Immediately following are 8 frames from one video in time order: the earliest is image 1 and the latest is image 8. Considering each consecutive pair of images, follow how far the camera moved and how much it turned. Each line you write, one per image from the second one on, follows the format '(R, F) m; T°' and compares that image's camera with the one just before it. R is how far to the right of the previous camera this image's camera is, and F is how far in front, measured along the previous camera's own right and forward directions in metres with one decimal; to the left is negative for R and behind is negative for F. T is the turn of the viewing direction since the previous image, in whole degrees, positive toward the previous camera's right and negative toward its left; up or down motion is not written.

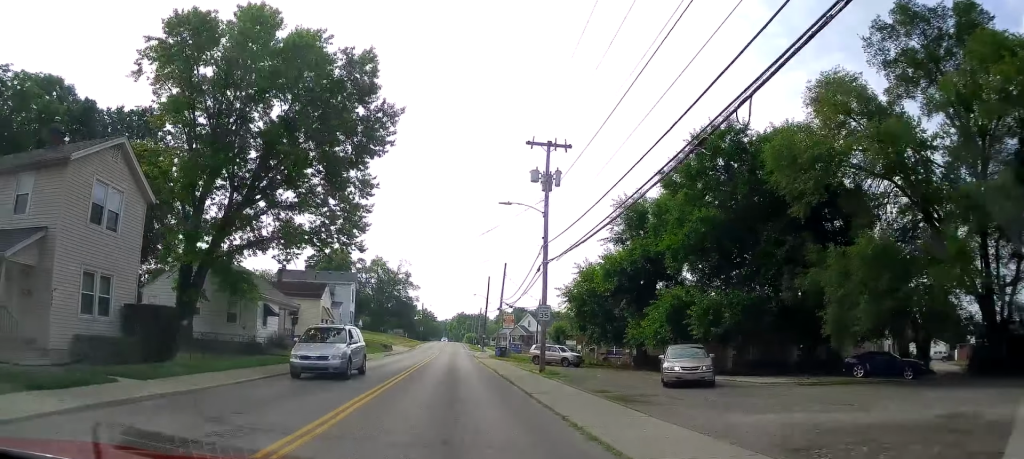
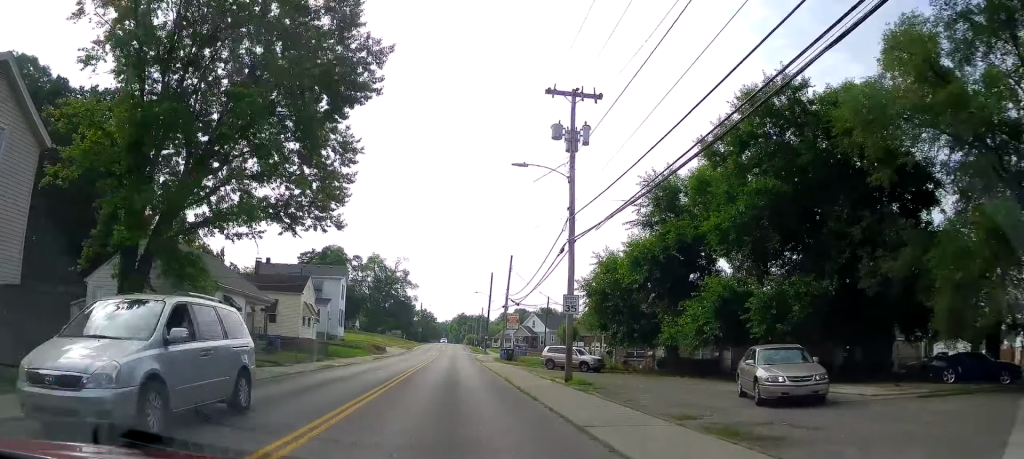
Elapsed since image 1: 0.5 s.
(+0.1, +6.7) m; 0°
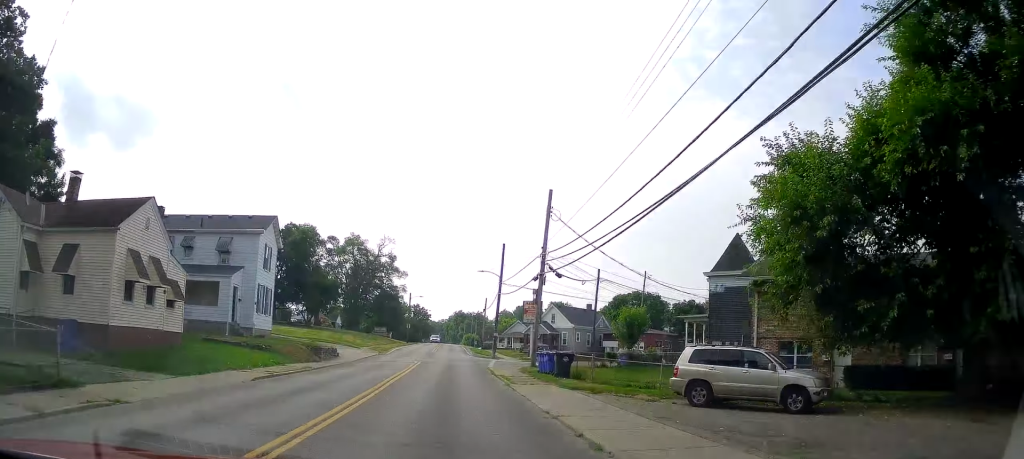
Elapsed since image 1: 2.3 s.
(+0.6, +26.3) m; +2°
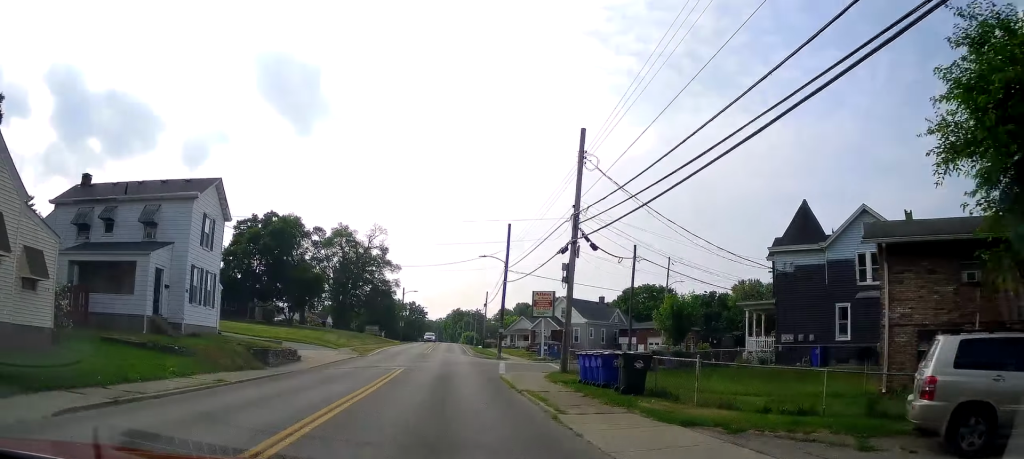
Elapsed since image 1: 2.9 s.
(-0.2, +9.8) m; 0°
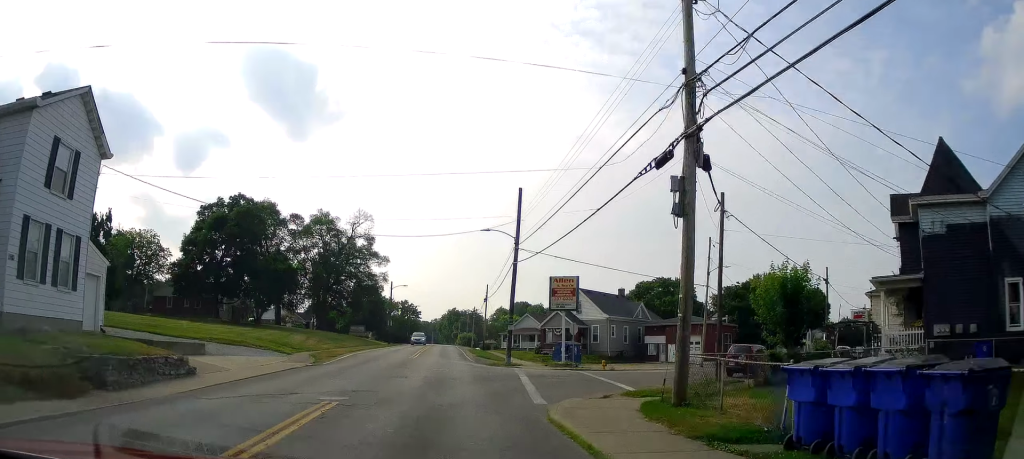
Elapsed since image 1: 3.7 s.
(-0.2, +12.7) m; 0°
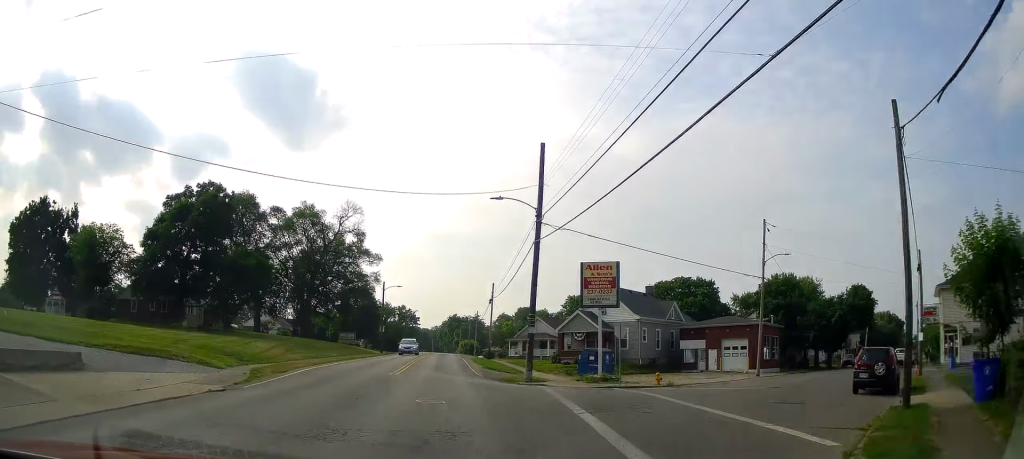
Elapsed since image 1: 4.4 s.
(+0.2, +10.8) m; +1°
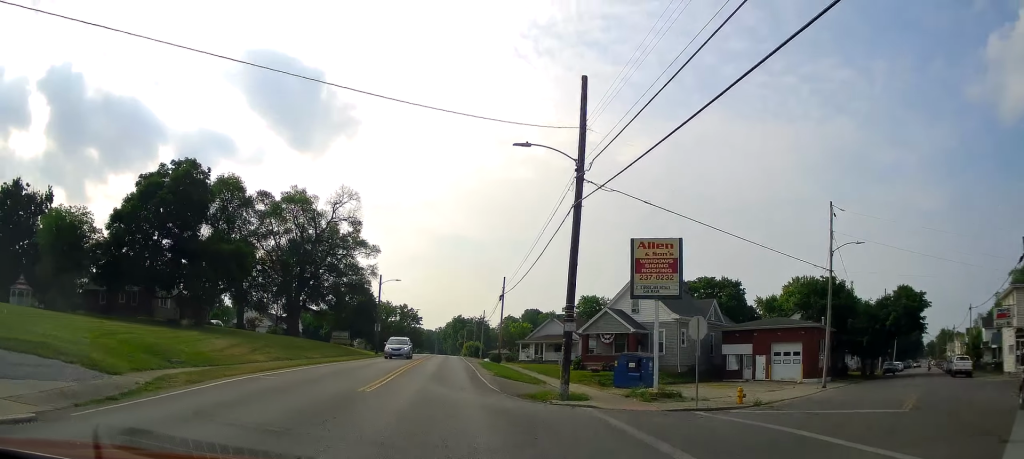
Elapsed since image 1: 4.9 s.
(0.0, +8.8) m; 0°
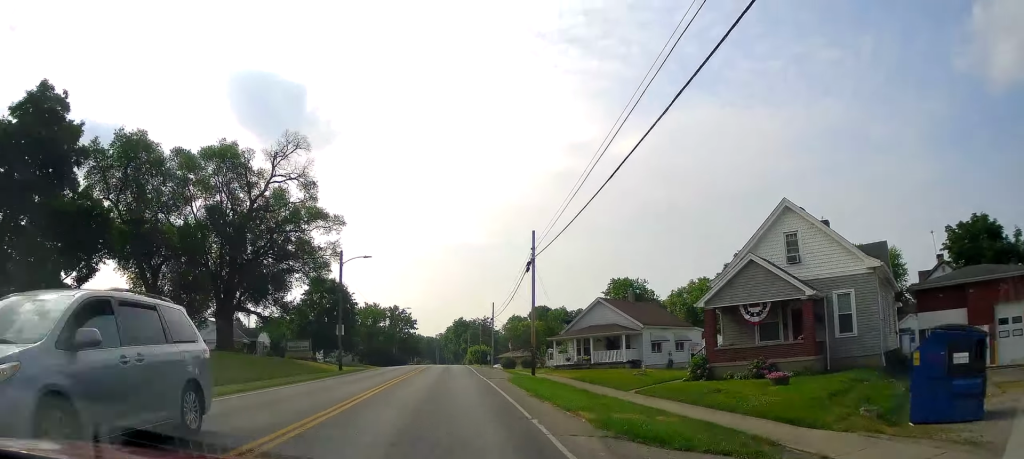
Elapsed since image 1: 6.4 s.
(0.0, +23.9) m; 0°
